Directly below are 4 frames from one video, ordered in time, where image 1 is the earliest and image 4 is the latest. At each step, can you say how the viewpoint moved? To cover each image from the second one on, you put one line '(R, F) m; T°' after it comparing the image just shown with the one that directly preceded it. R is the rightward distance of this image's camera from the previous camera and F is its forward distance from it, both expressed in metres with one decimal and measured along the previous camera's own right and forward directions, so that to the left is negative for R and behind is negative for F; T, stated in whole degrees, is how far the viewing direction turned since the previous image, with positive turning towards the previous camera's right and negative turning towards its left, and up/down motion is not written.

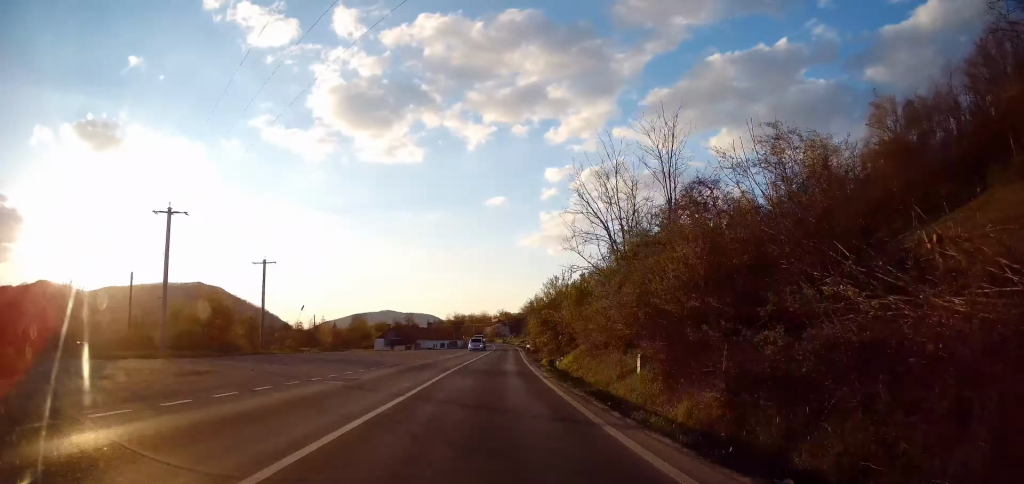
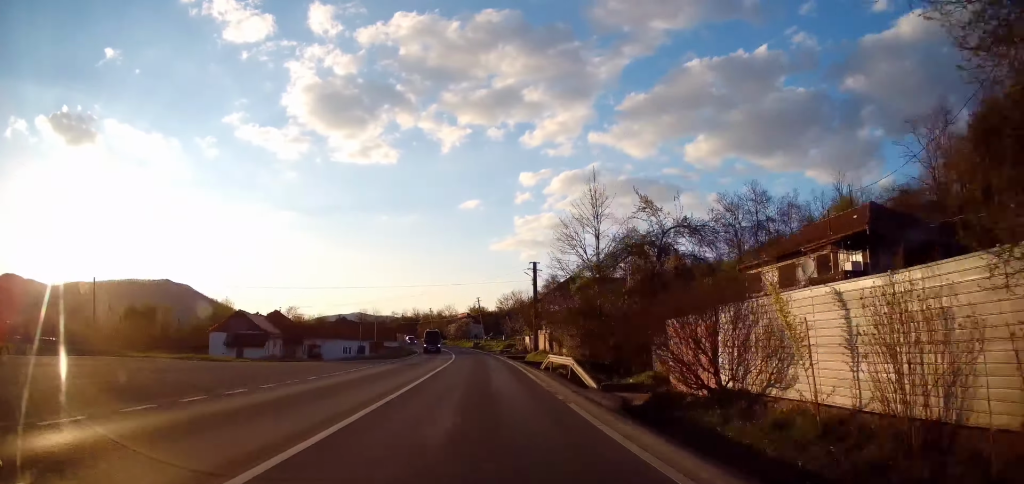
(+3.8, +57.1) m; +5°
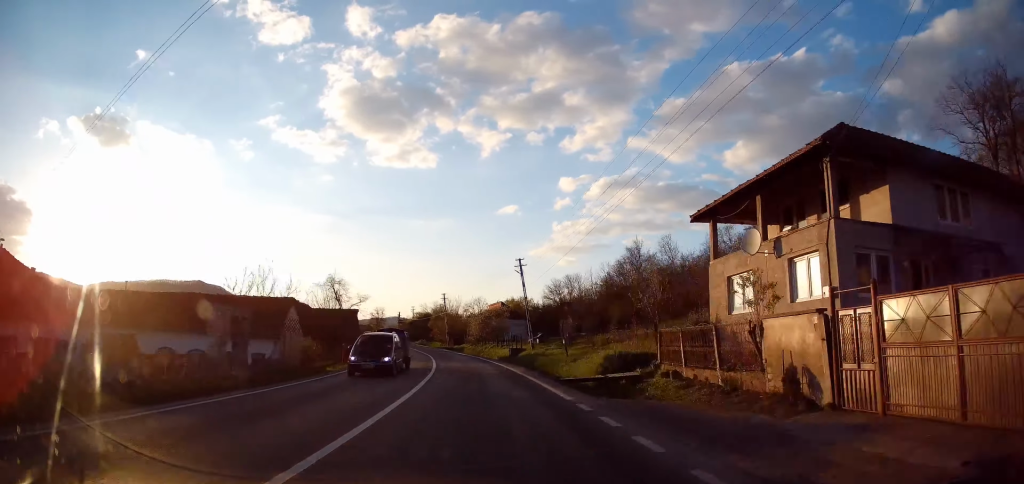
(+0.3, +46.2) m; -1°
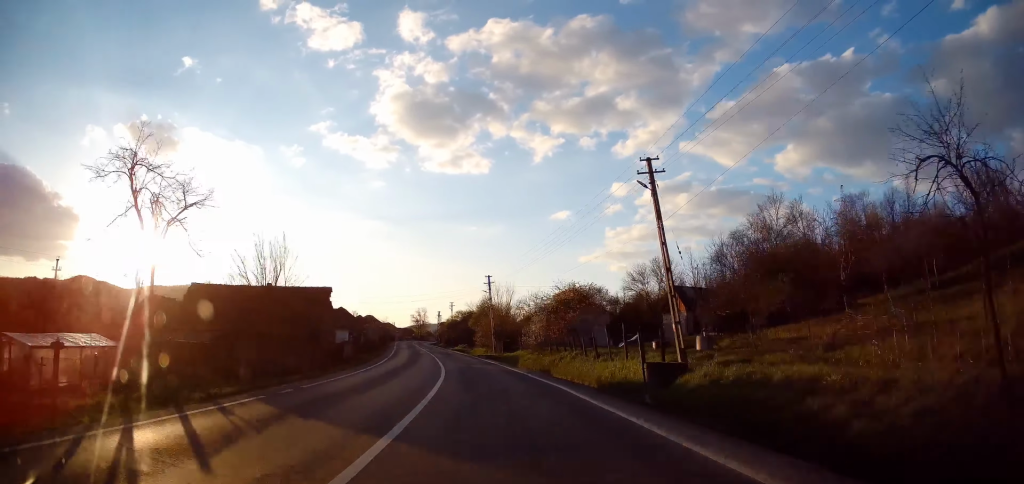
(-0.9, +26.9) m; -5°
